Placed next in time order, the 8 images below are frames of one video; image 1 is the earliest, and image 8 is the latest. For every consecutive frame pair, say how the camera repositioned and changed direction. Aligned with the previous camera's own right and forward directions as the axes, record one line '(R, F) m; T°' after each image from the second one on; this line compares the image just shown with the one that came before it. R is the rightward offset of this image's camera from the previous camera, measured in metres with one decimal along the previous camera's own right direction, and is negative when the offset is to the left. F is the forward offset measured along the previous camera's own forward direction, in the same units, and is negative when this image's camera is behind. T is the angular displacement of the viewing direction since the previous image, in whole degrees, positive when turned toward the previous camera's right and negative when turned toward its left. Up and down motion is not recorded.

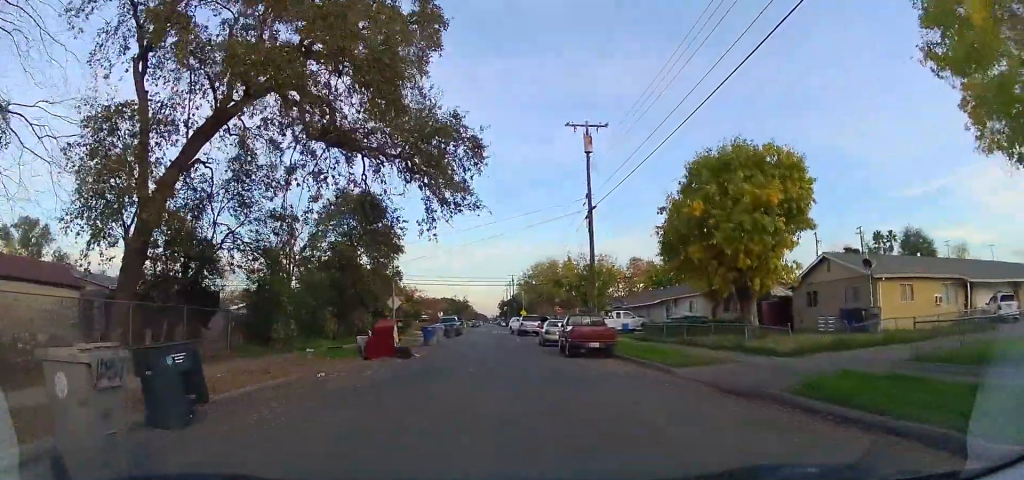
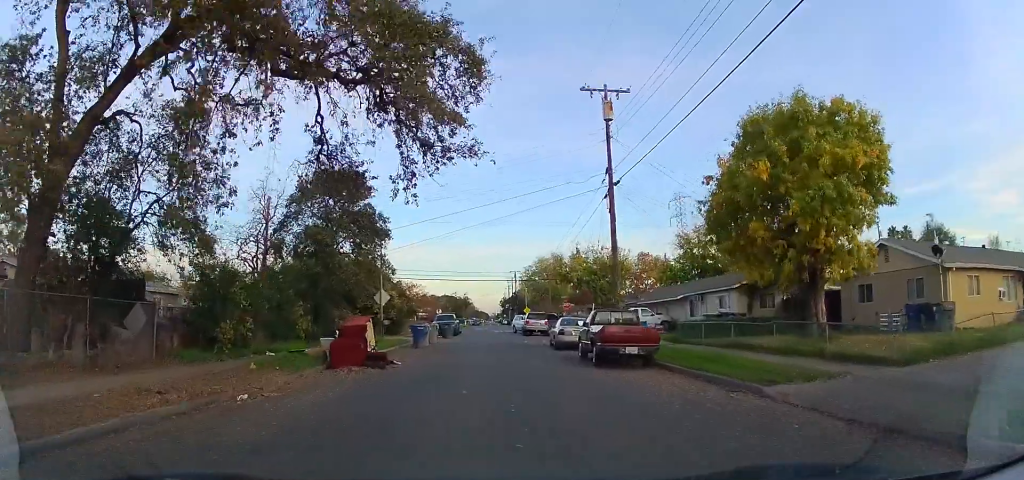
(0.0, +4.6) m; 0°
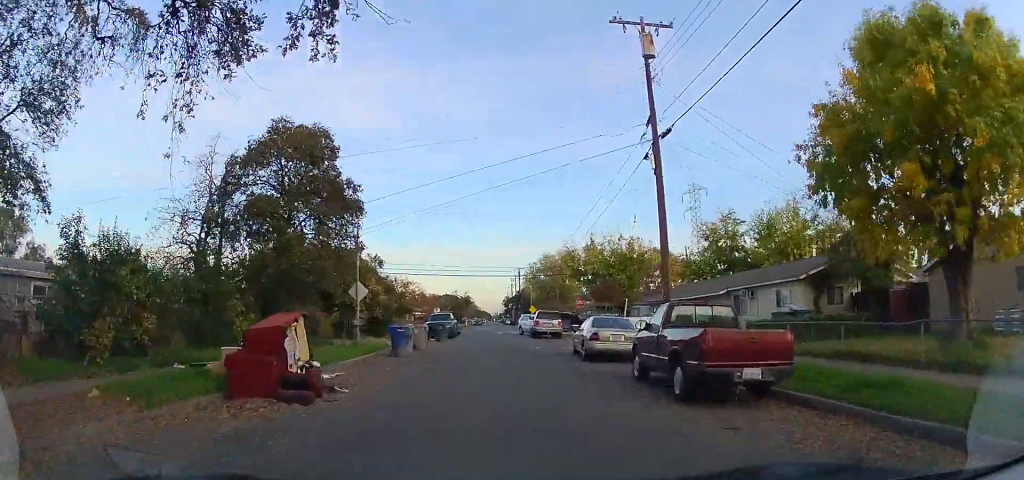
(0.0, +6.4) m; 0°
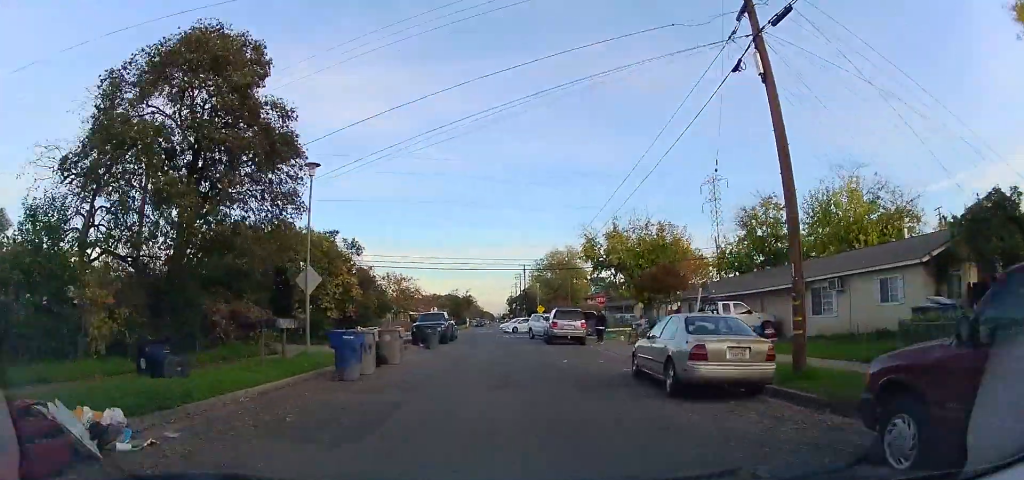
(0.0, +7.5) m; 0°
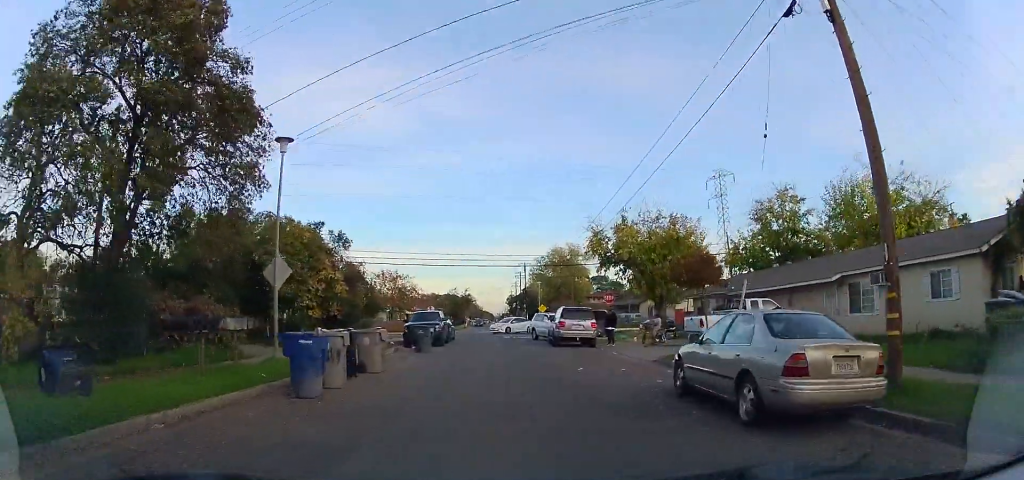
(0.0, +2.6) m; 0°
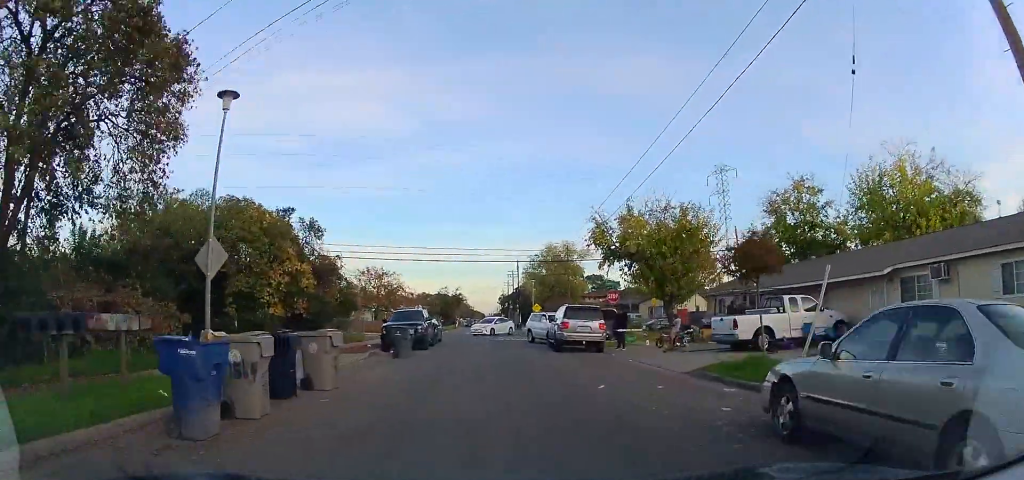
(0.0, +3.4) m; 0°
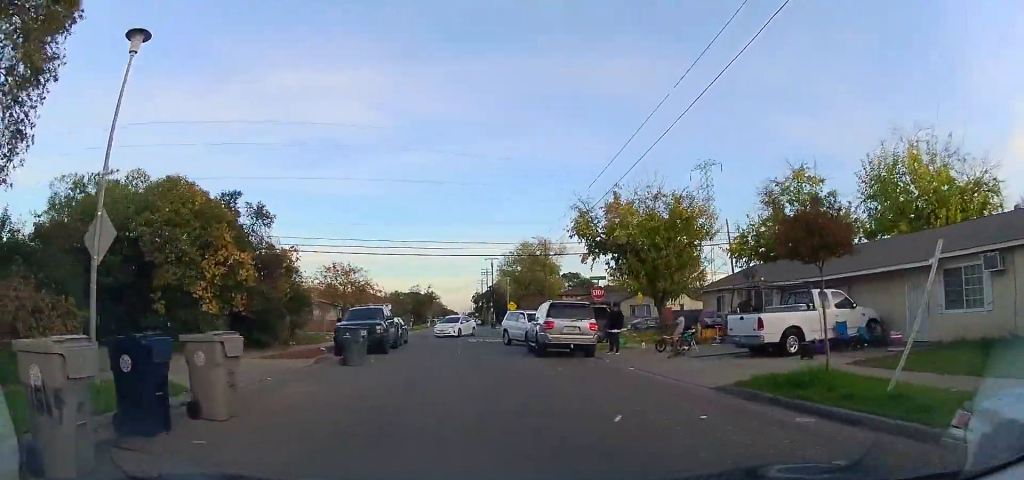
(0.0, +3.3) m; +3°
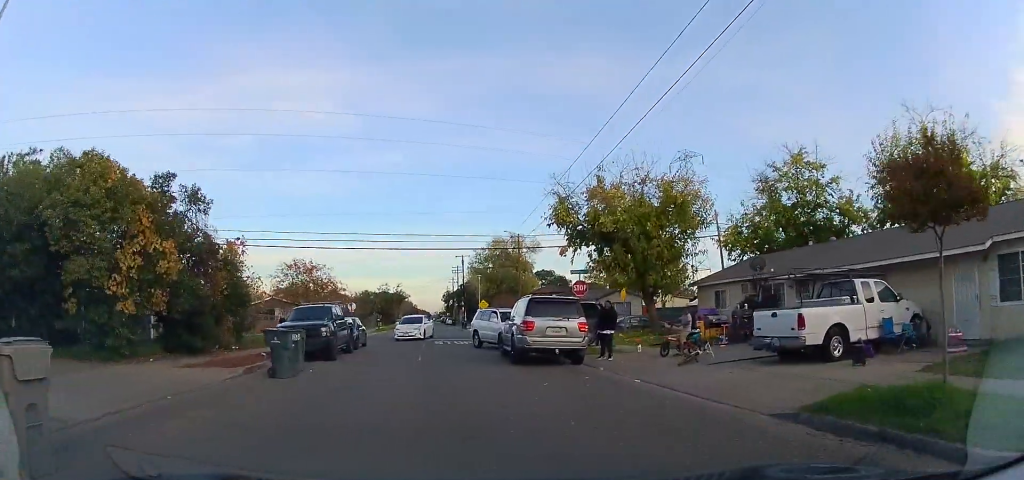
(+0.1, +3.6) m; +3°
